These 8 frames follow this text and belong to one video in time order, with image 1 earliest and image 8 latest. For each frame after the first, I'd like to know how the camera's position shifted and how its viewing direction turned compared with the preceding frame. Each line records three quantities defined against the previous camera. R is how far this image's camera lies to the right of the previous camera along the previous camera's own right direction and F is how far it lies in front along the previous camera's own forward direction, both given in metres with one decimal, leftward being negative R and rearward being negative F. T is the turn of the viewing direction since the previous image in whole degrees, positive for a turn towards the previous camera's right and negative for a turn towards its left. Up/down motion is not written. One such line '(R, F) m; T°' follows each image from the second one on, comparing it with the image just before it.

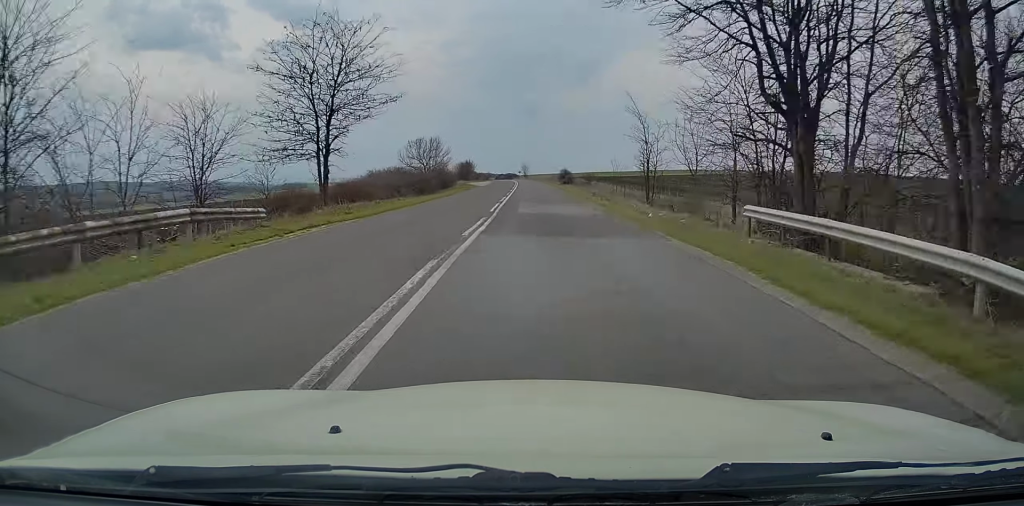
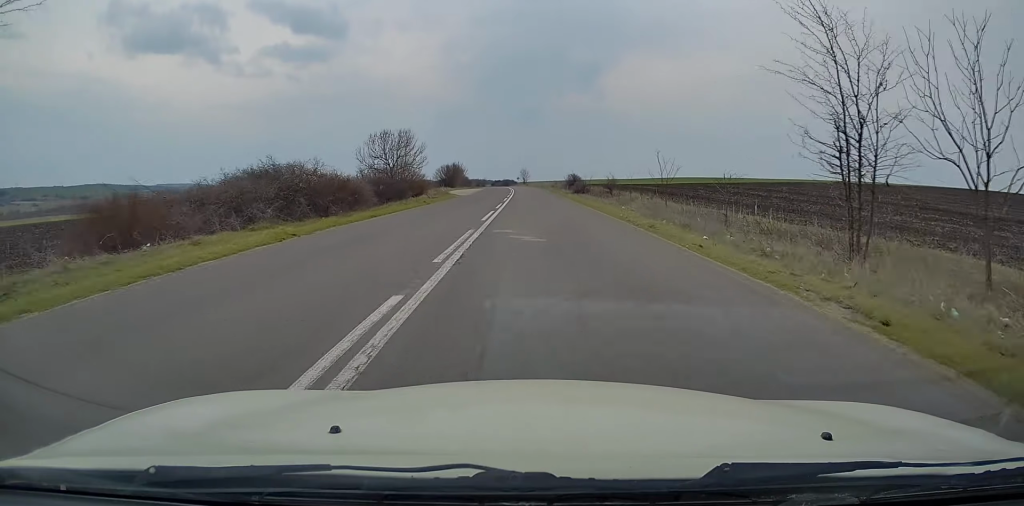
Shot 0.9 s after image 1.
(0.0, +22.6) m; 0°
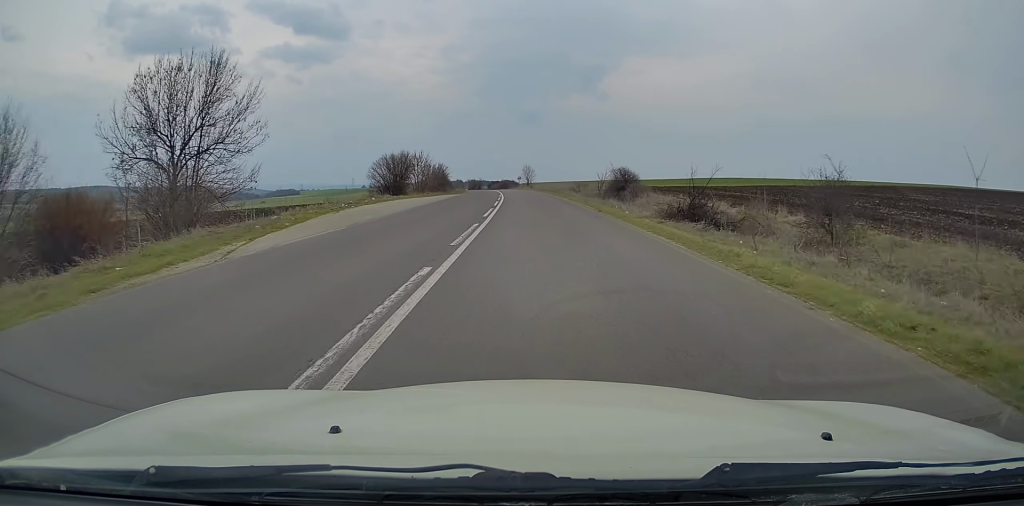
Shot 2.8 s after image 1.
(-0.3, +44.4) m; -1°
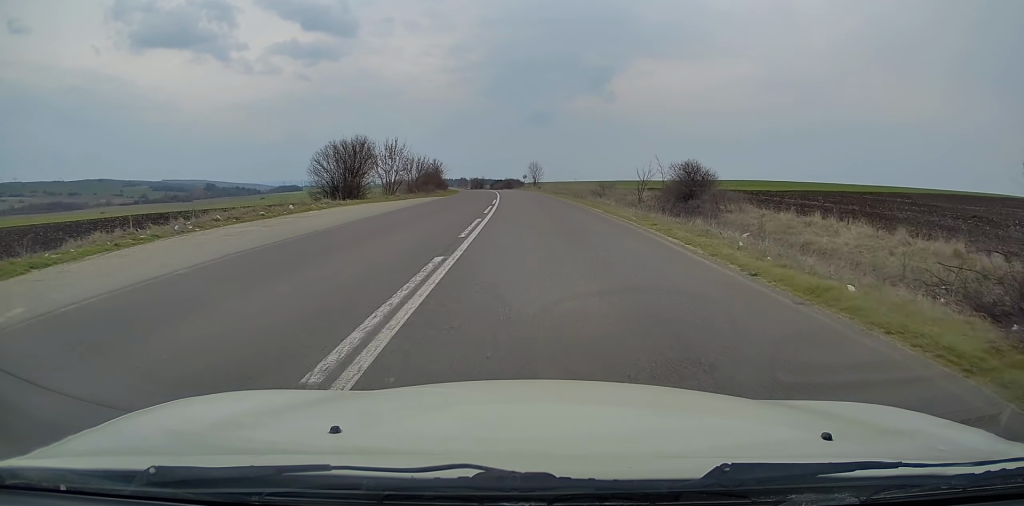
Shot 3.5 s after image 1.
(0.0, +17.7) m; 0°
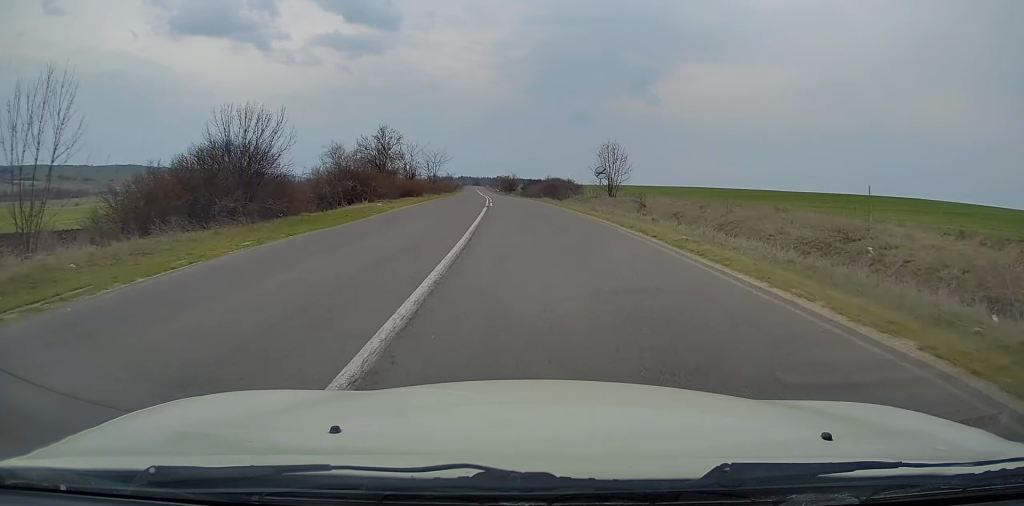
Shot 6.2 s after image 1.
(-1.4, +65.4) m; -3°
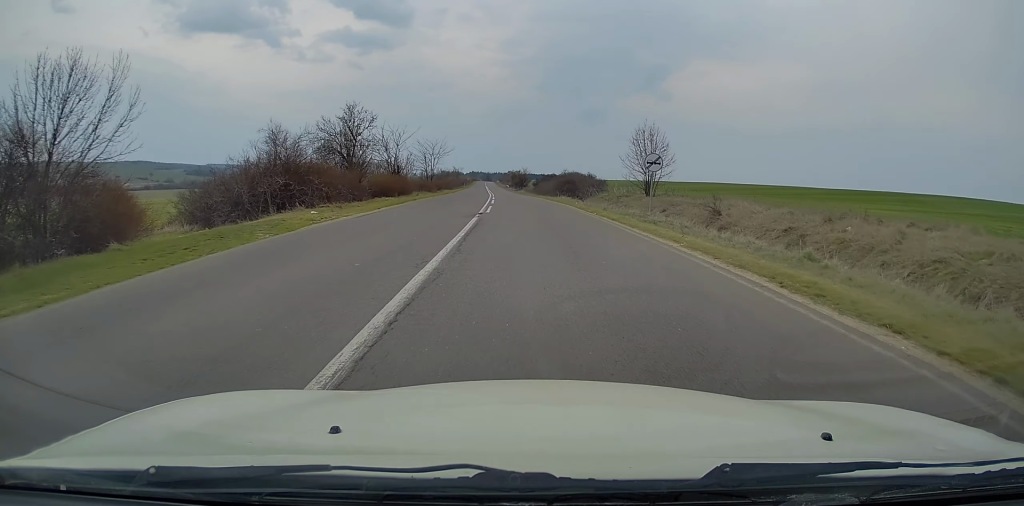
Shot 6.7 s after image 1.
(0.0, +12.2) m; -1°
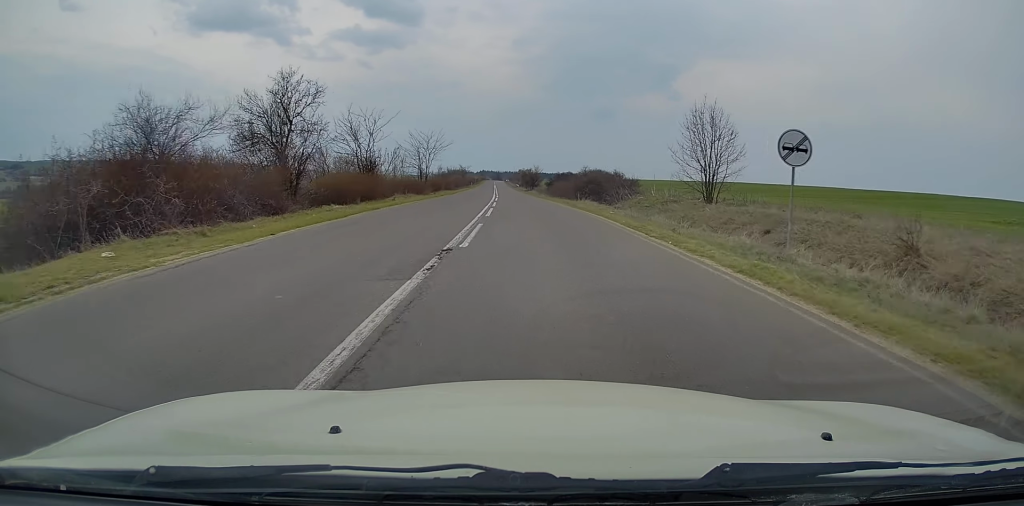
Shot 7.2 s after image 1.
(-0.2, +12.2) m; -1°
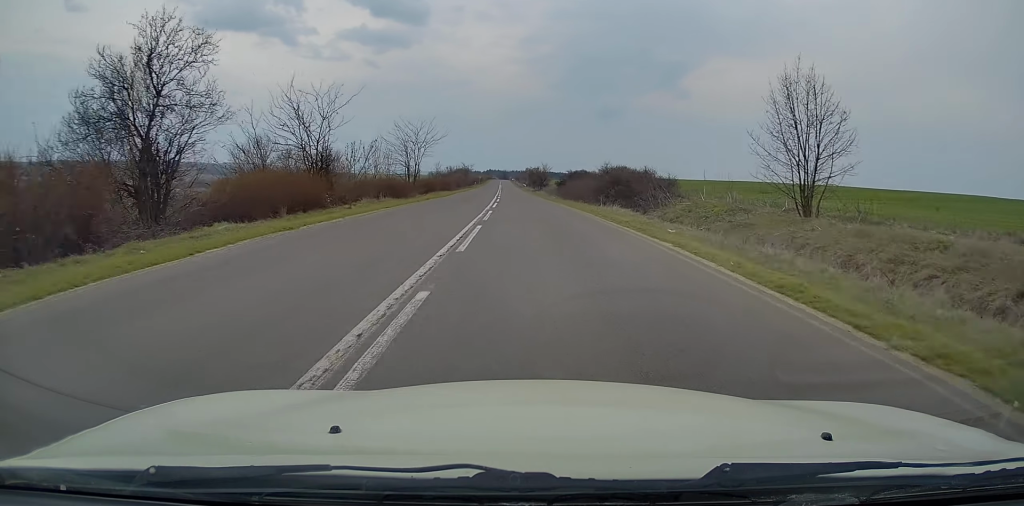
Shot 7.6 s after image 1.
(0.0, +10.6) m; -1°
